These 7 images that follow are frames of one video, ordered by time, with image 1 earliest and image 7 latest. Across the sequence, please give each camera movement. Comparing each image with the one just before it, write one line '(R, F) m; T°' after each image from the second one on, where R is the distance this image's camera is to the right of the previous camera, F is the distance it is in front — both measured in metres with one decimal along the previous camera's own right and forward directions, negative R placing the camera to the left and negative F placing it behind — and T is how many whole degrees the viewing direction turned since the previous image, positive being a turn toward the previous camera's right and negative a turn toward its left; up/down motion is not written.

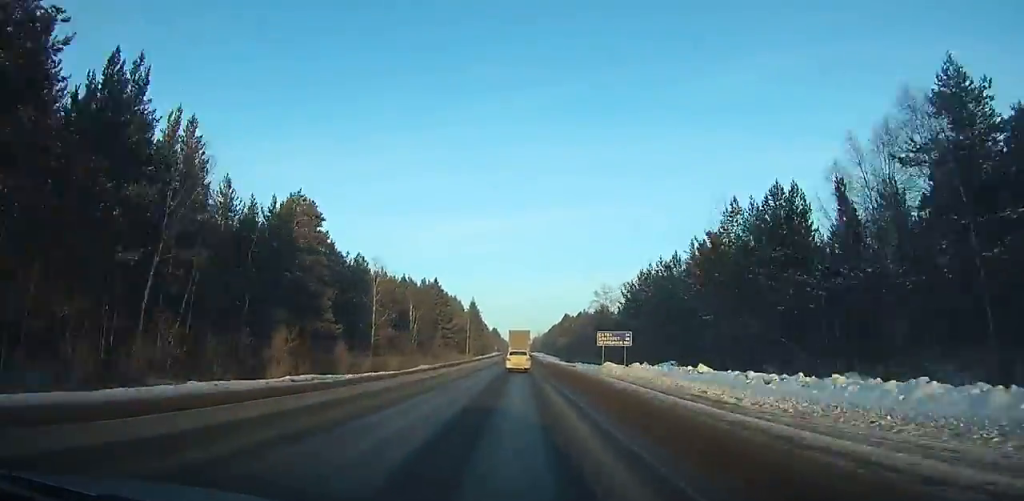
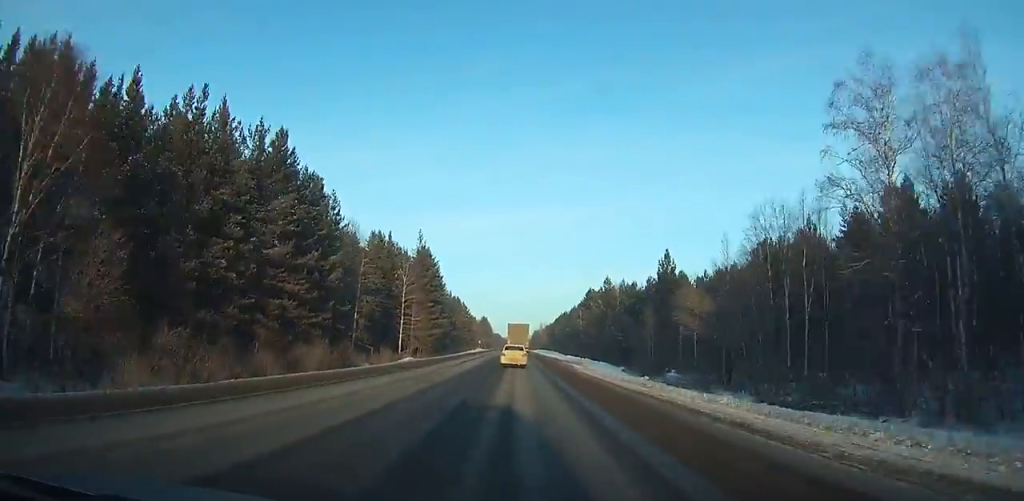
(+0.7, +95.8) m; -2°
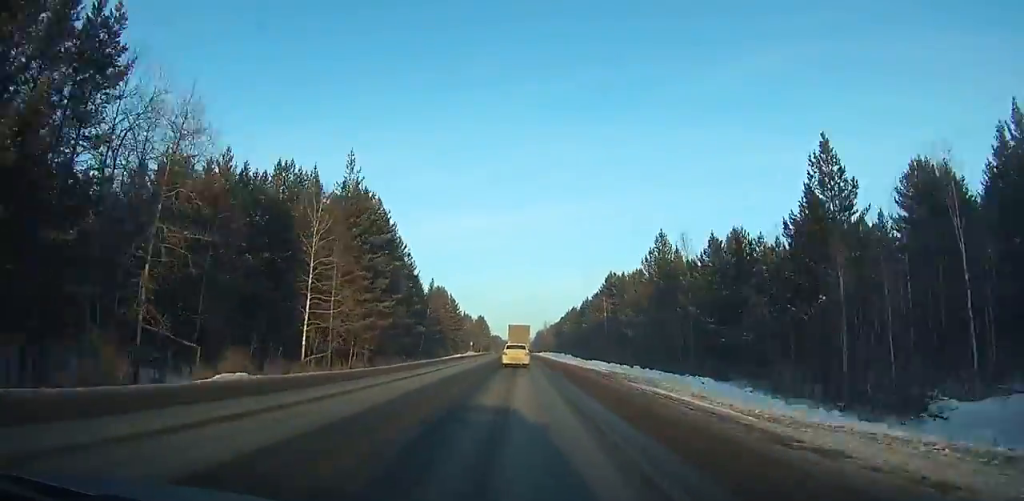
(-1.0, +36.2) m; 0°
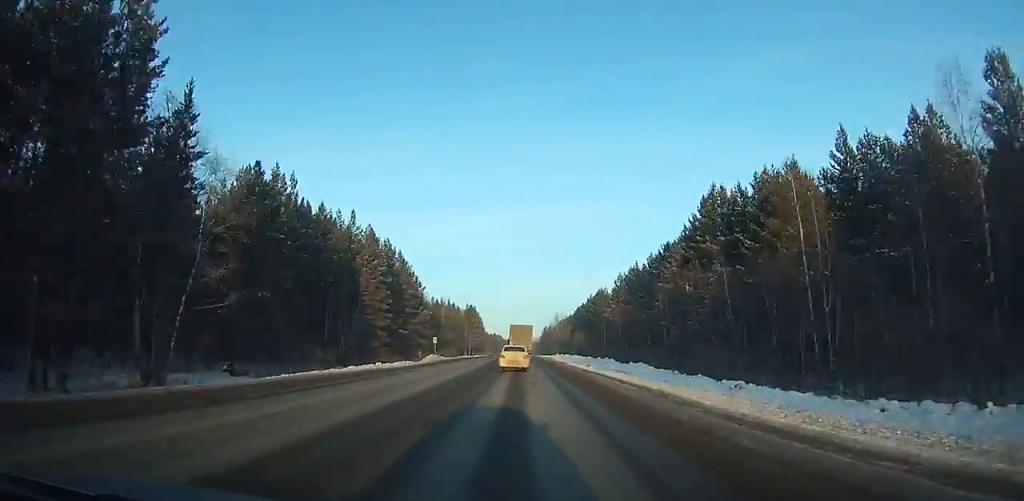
(+1.5, +67.8) m; +2°
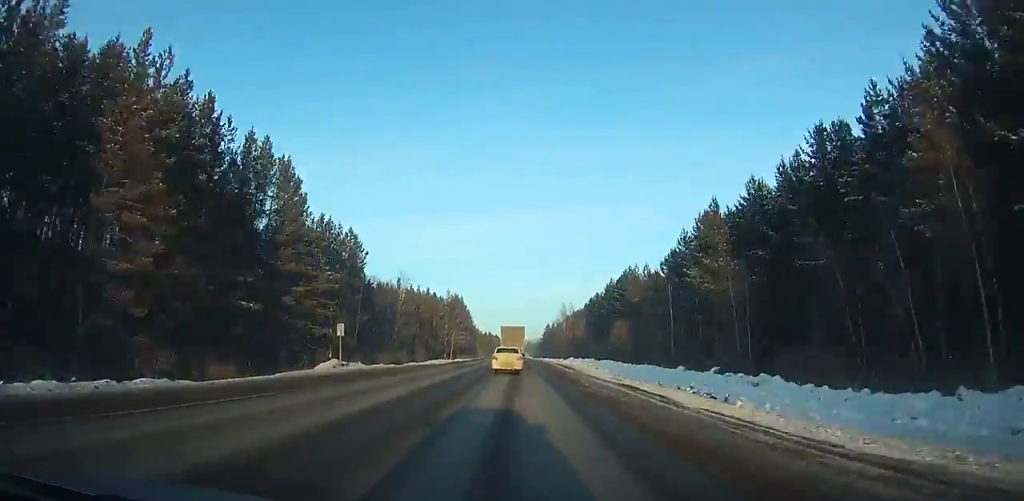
(+0.7, +42.6) m; 0°
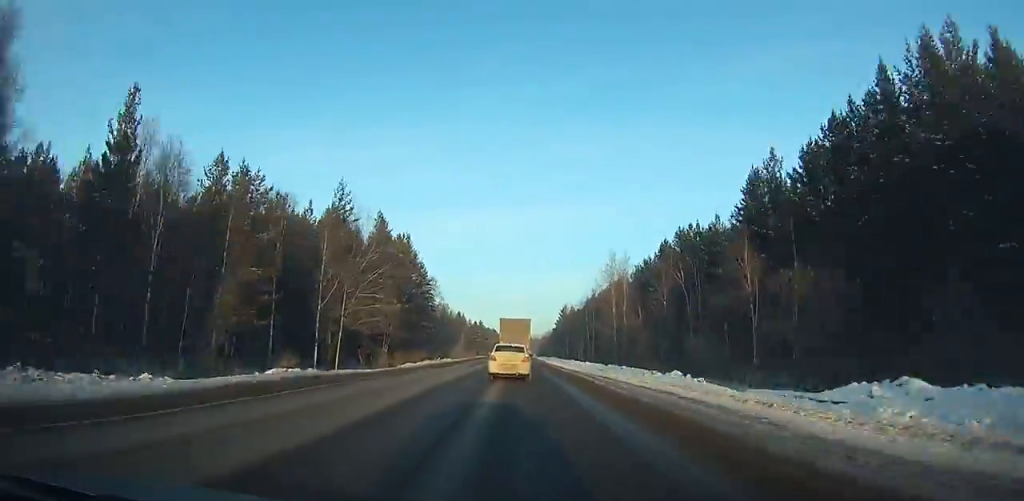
(-1.9, +81.3) m; -1°
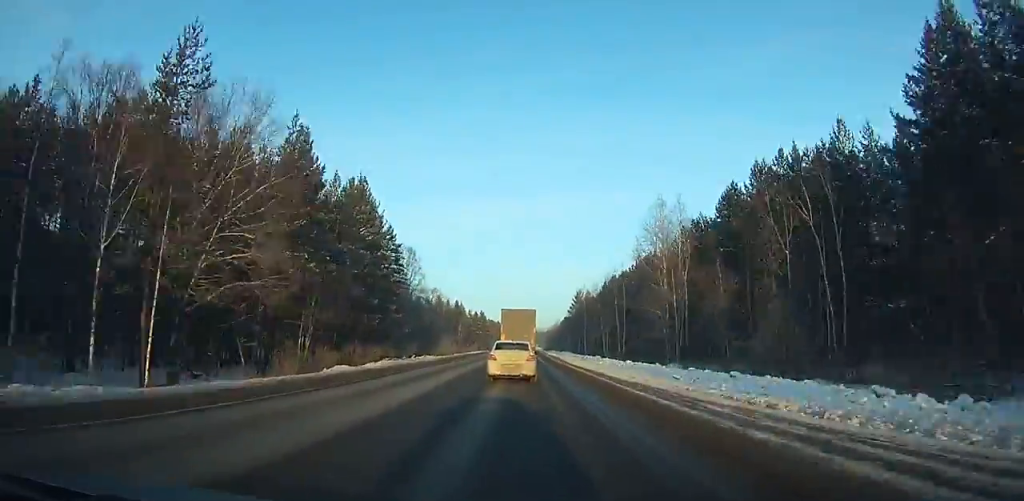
(0.0, +23.7) m; 0°
